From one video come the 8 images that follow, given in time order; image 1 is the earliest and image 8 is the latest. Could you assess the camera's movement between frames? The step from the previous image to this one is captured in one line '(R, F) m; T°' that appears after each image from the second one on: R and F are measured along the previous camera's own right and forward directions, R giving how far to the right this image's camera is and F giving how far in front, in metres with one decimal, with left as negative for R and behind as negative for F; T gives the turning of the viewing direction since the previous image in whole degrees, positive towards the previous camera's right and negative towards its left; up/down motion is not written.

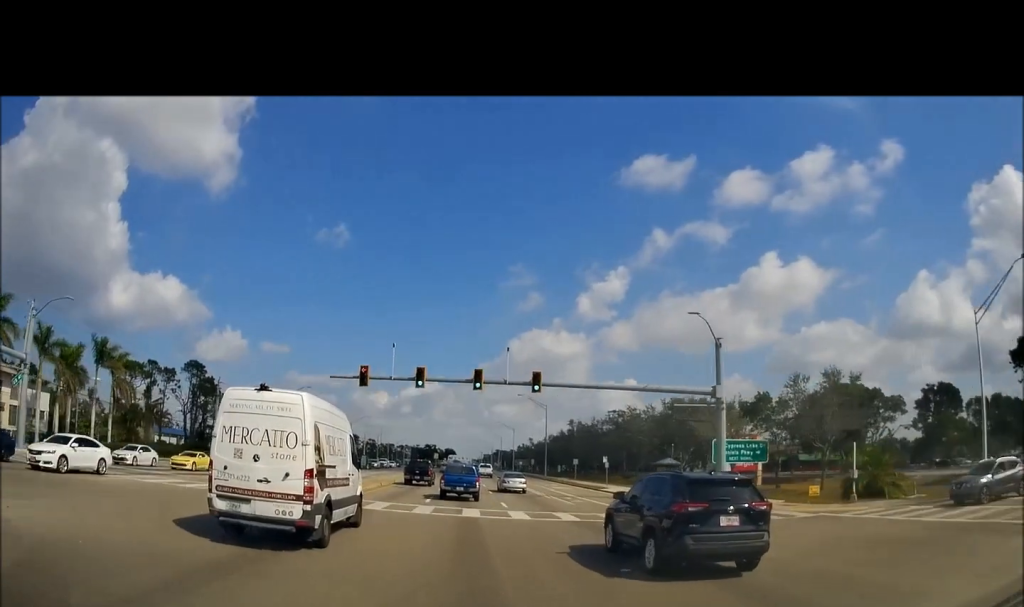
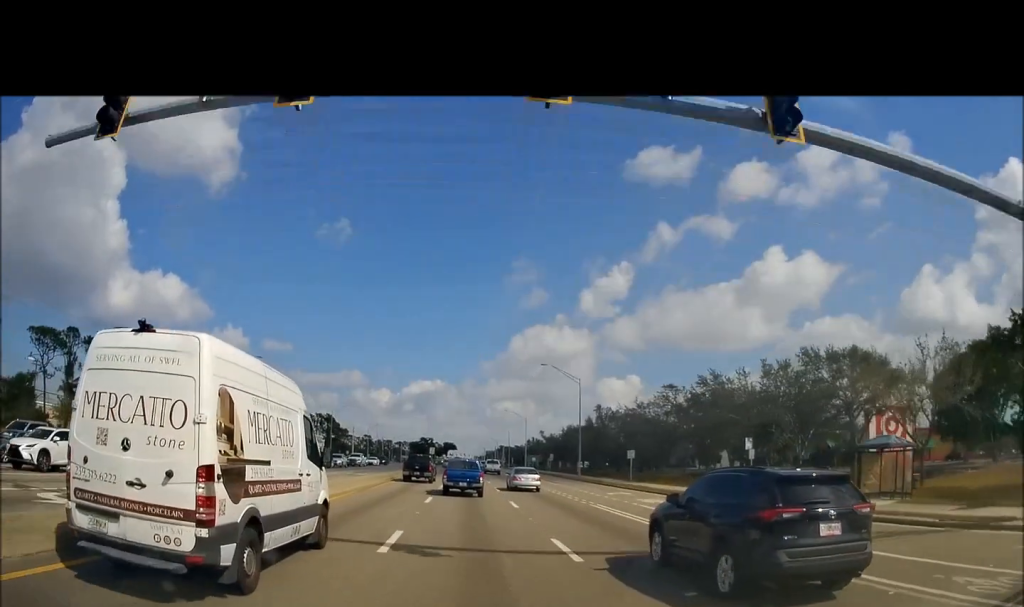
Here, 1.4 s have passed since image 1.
(-0.3, +27.6) m; 0°
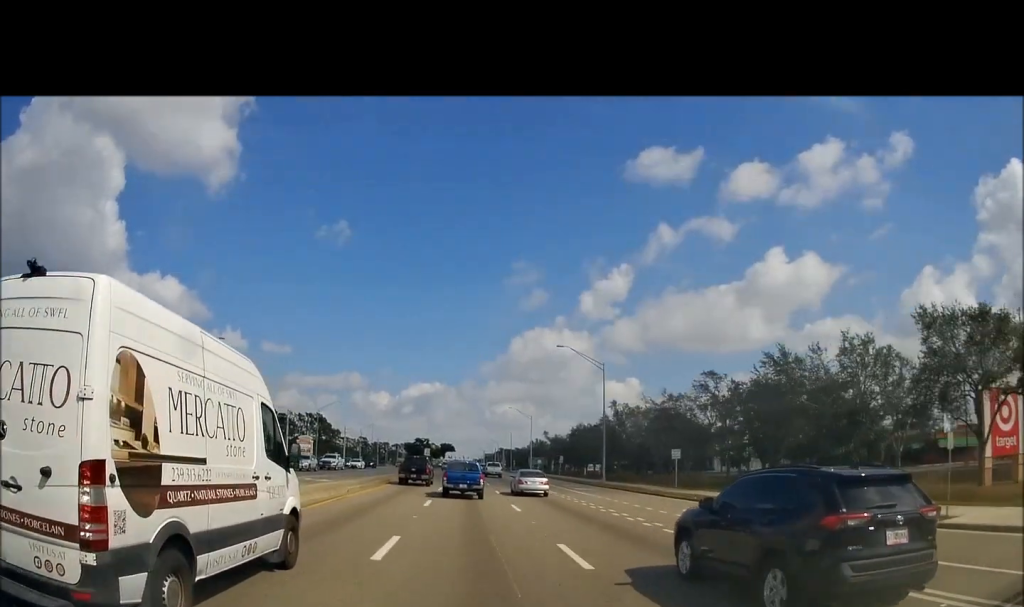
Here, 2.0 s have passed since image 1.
(+0.3, +13.1) m; 0°
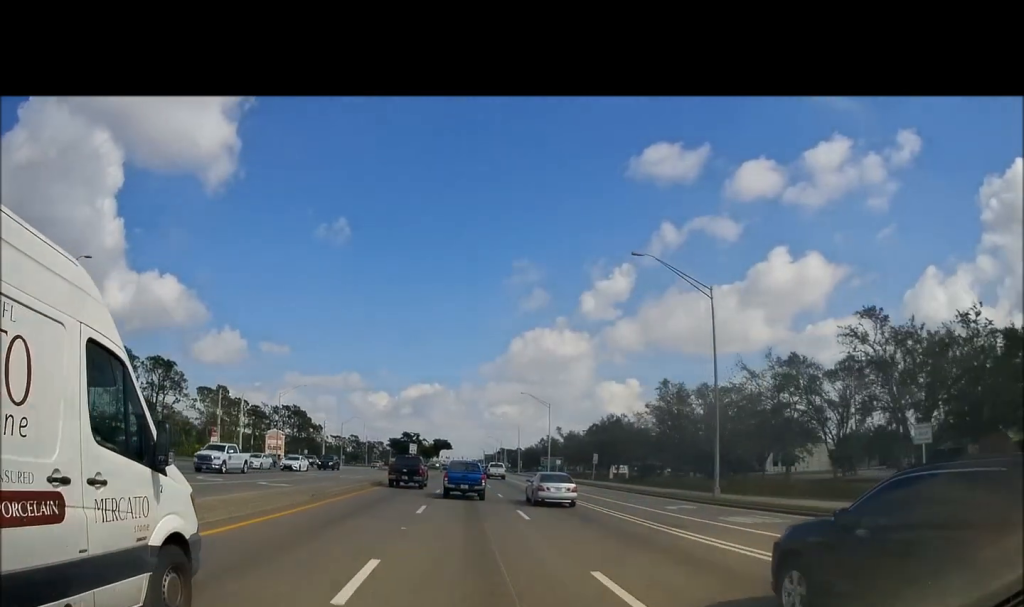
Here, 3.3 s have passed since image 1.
(-0.3, +27.7) m; 0°
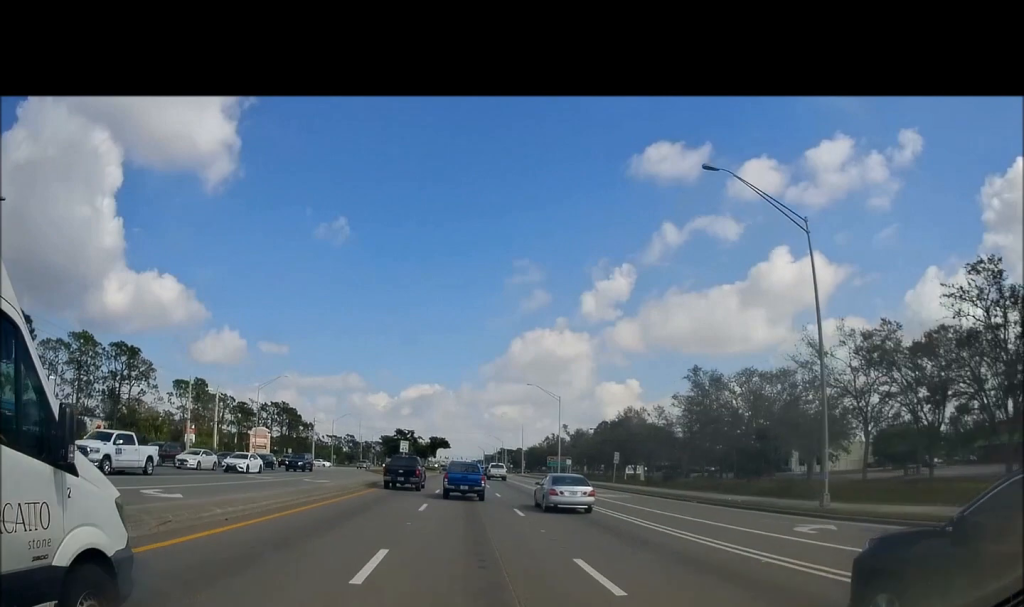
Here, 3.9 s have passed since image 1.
(+0.2, +11.0) m; +1°
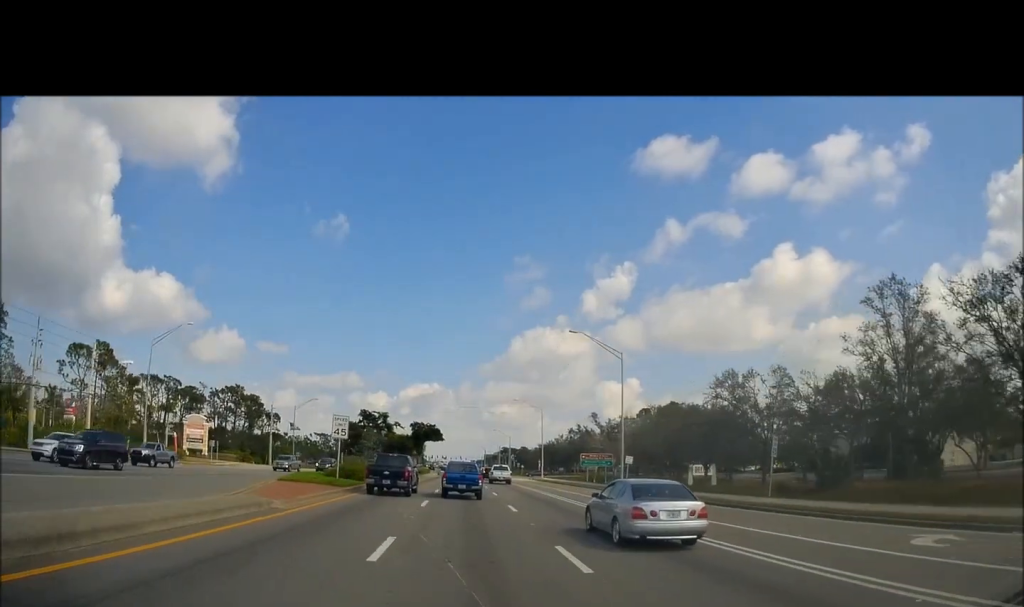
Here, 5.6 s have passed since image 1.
(-0.3, +35.0) m; -1°
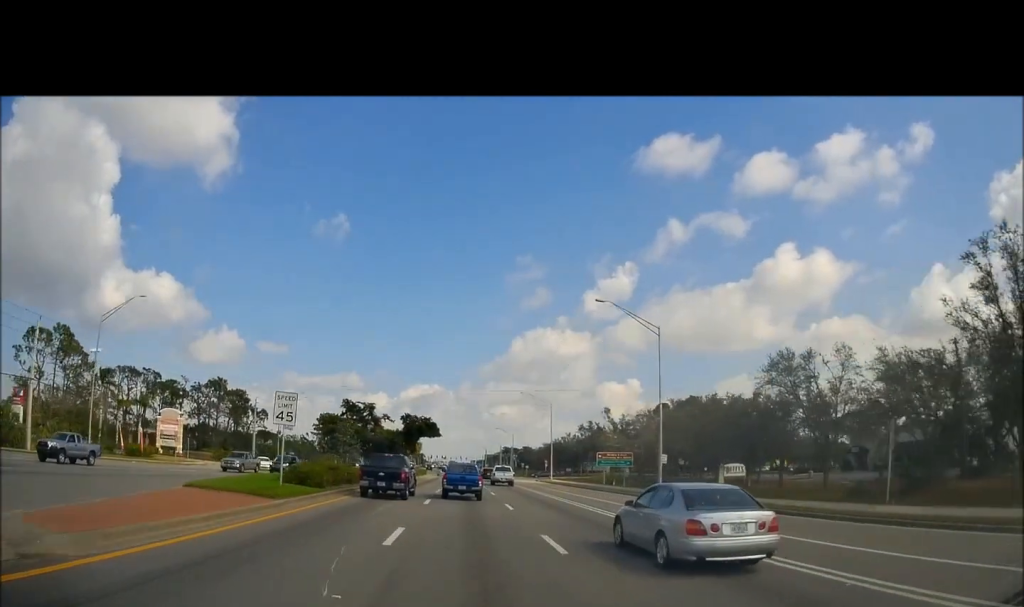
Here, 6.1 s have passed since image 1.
(-0.3, +10.2) m; 0°
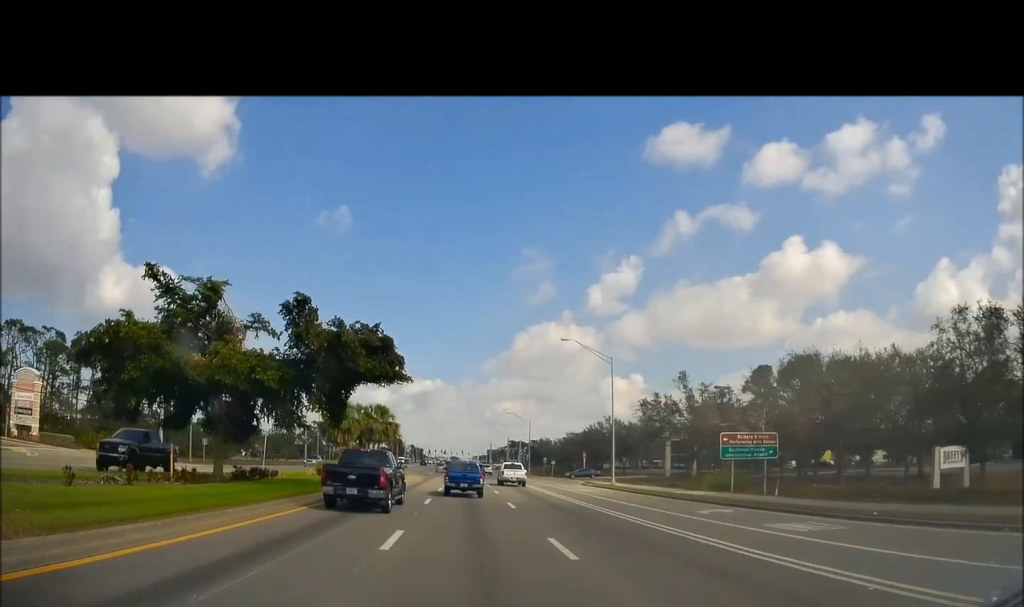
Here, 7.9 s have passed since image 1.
(+0.9, +37.0) m; +1°
